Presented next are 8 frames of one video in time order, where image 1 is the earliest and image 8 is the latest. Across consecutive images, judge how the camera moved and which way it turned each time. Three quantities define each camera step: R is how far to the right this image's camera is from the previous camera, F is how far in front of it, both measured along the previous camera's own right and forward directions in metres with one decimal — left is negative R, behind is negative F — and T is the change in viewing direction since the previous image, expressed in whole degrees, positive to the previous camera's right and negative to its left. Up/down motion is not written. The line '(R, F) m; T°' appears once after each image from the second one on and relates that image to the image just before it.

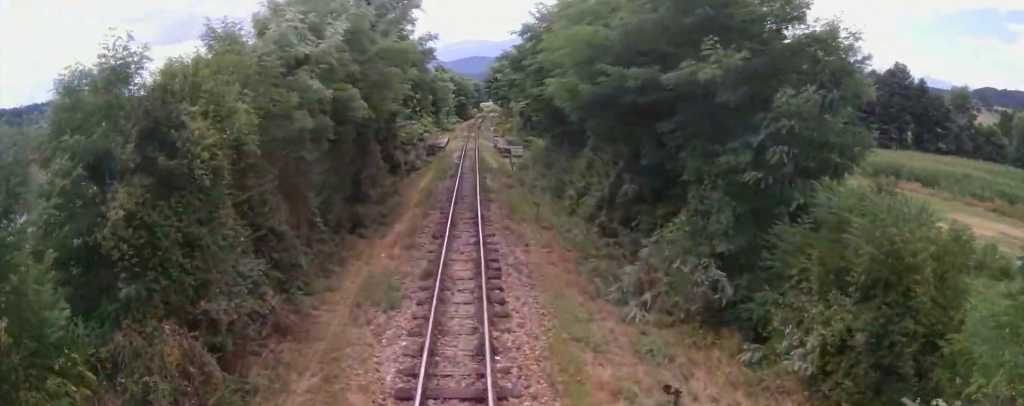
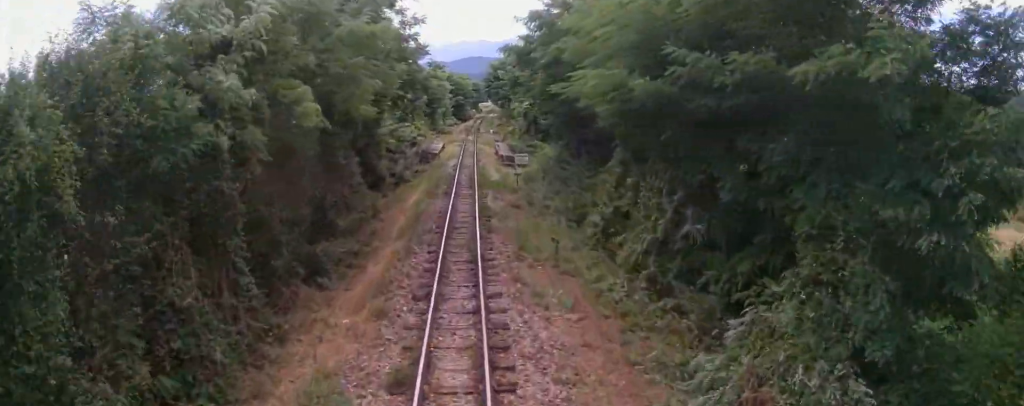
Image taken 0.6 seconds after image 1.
(+0.1, +4.6) m; -1°
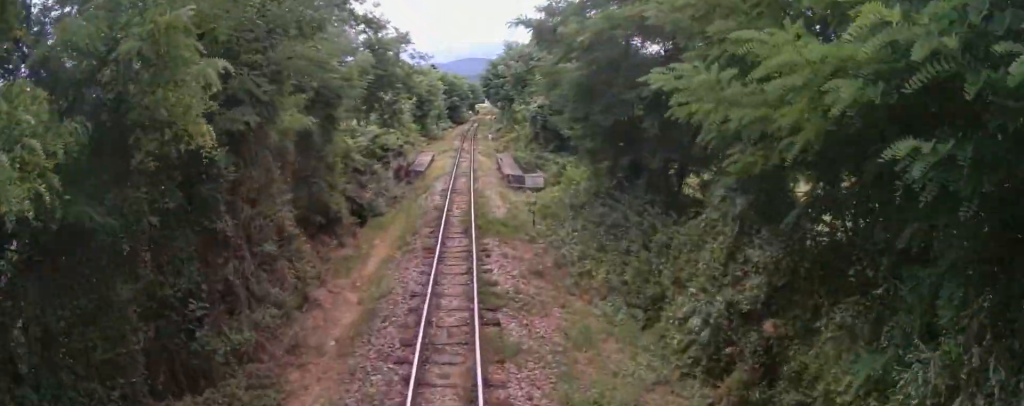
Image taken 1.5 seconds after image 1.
(-0.3, +7.9) m; -1°
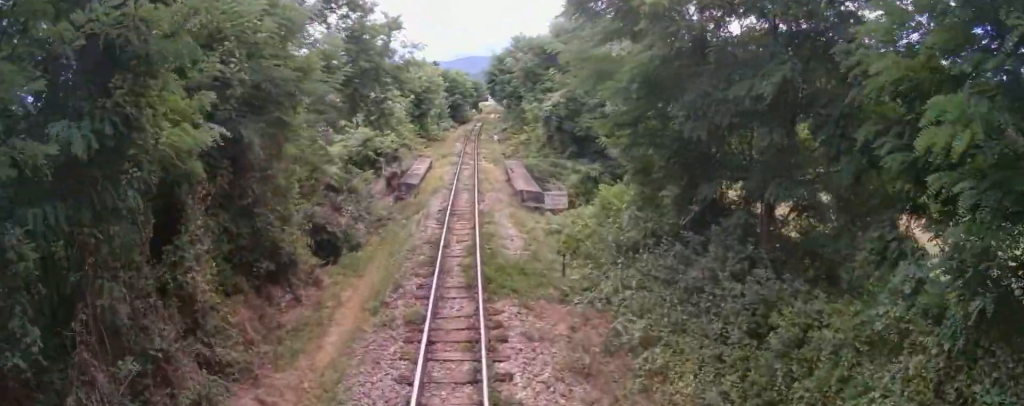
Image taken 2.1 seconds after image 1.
(0.0, +4.9) m; 0°
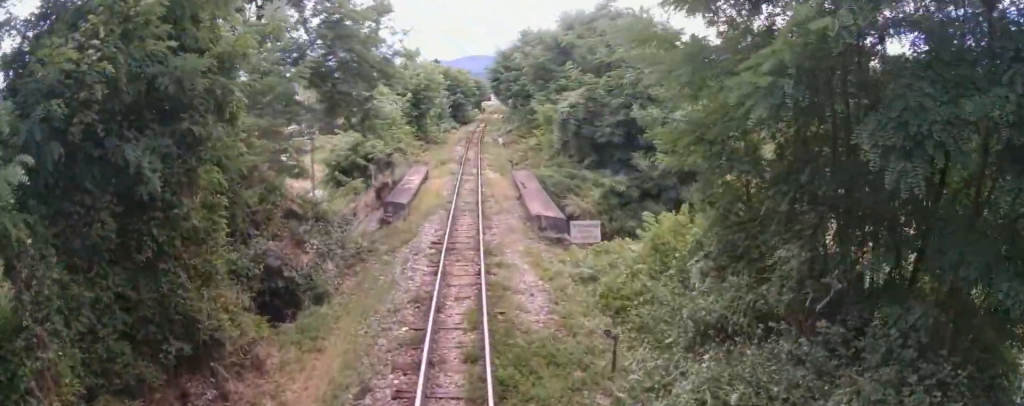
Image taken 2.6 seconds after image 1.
(+0.1, +4.3) m; +1°
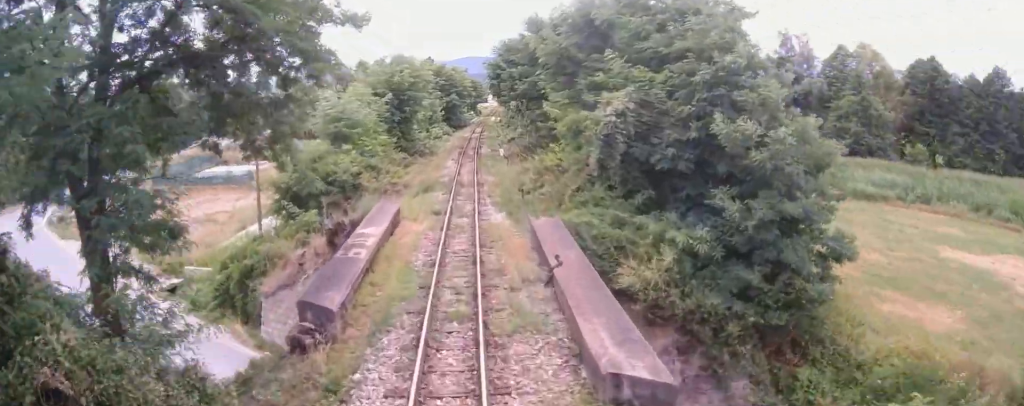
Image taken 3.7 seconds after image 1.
(0.0, +8.9) m; 0°
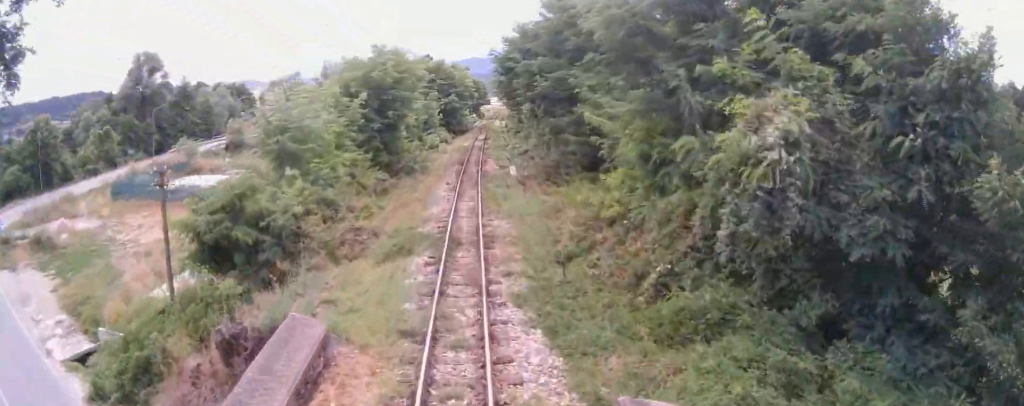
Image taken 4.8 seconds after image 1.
(0.0, +9.2) m; 0°
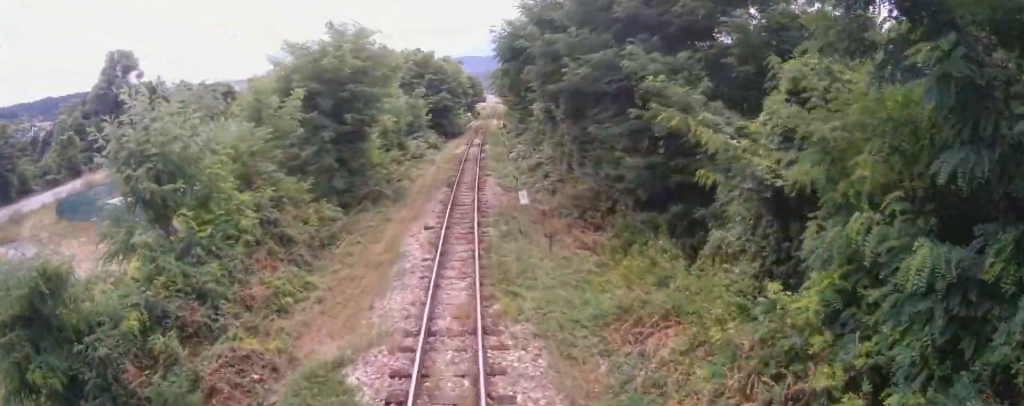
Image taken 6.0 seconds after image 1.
(0.0, +9.1) m; 0°
